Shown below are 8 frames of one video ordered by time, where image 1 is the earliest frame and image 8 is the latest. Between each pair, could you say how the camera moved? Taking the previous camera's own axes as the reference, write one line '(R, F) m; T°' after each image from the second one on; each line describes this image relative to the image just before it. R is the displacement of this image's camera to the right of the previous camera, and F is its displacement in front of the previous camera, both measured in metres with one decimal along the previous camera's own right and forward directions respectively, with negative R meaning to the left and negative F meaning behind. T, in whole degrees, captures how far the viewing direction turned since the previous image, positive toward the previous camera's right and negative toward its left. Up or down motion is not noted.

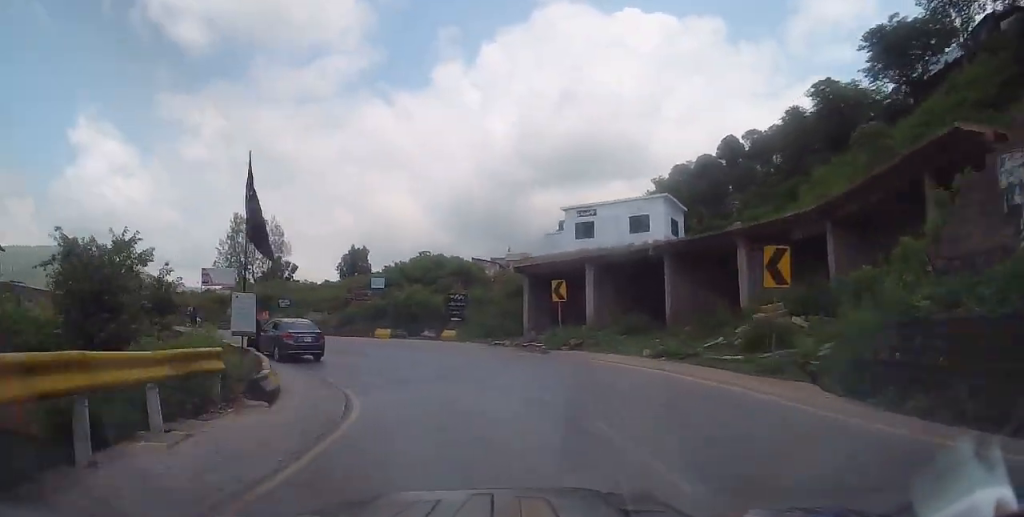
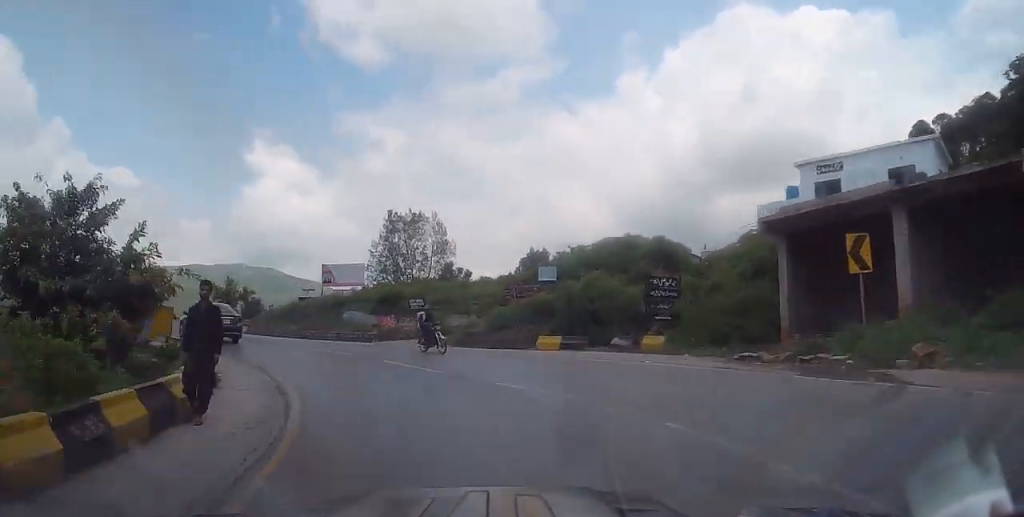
(-1.3, +13.0) m; -15°
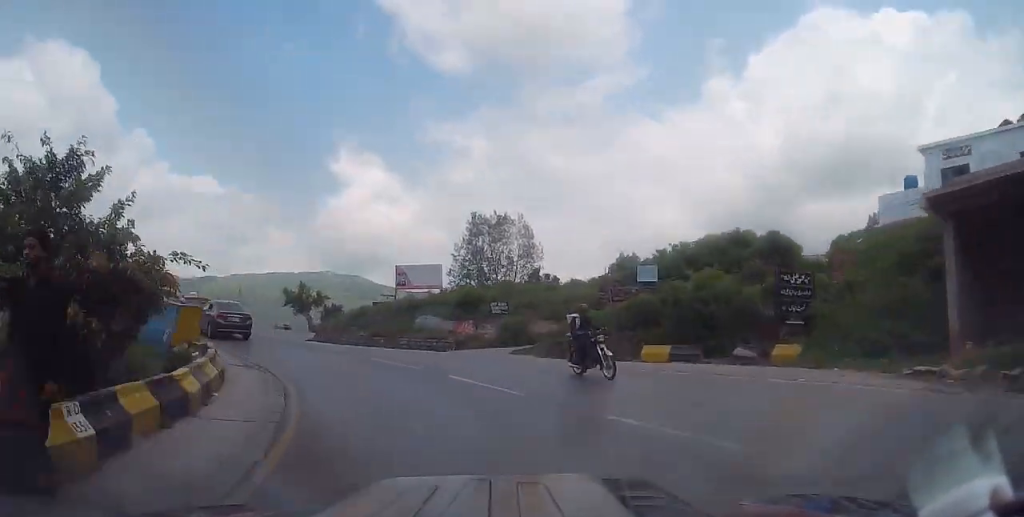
(-0.3, +4.0) m; -7°
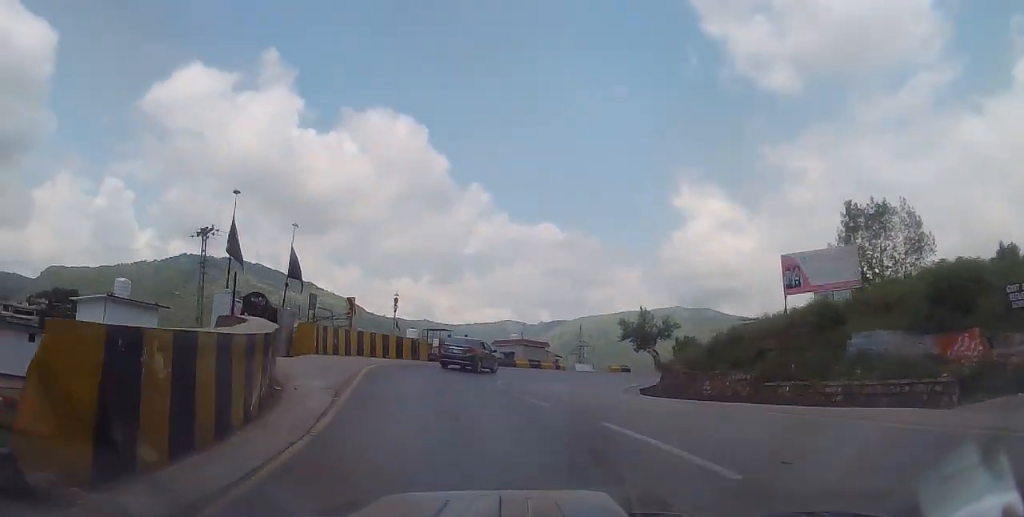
(-4.0, +15.5) m; -27°
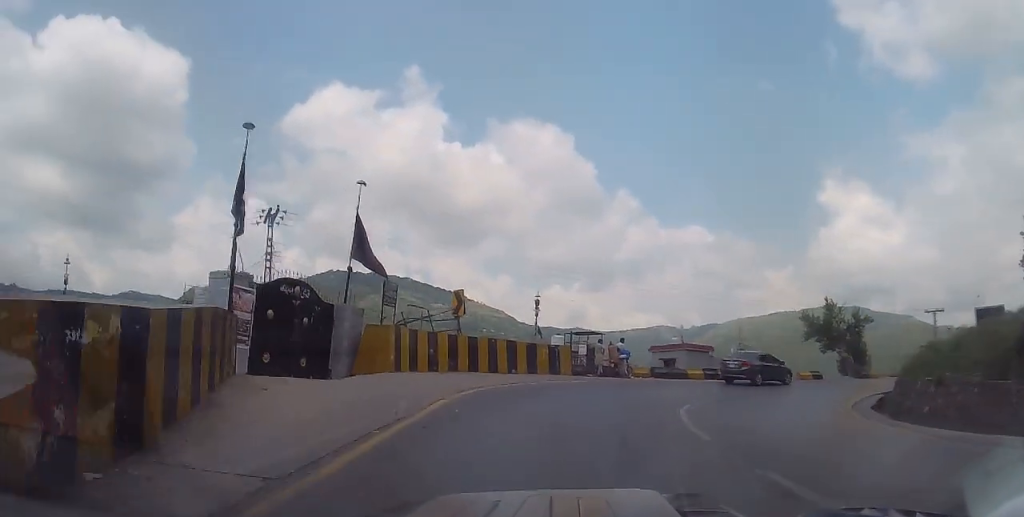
(-0.9, +9.0) m; -8°
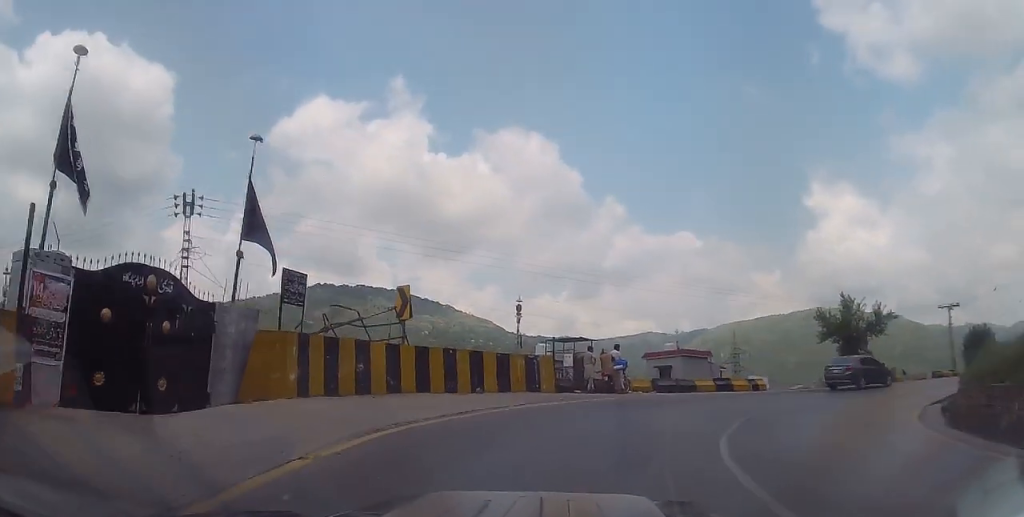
(-0.3, +5.2) m; -1°
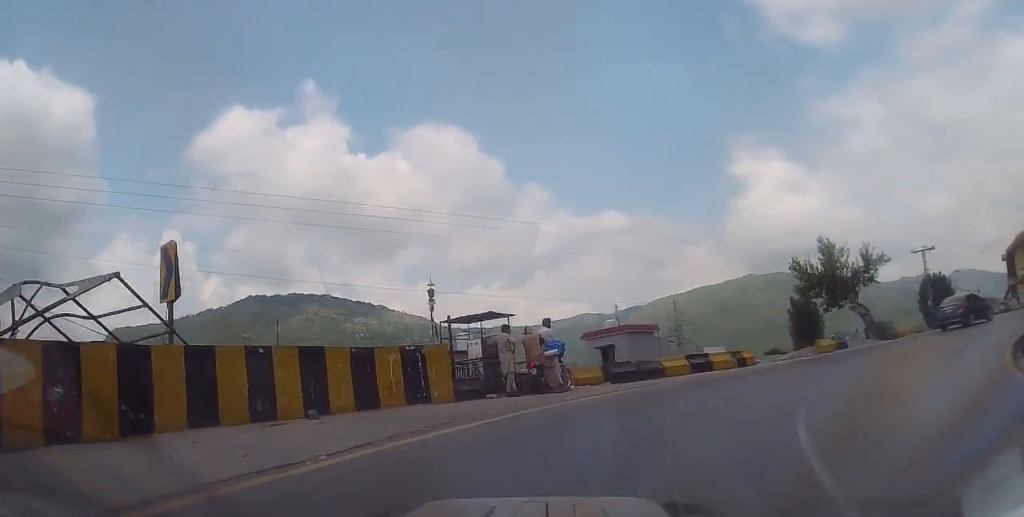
(+0.3, +7.6) m; +8°
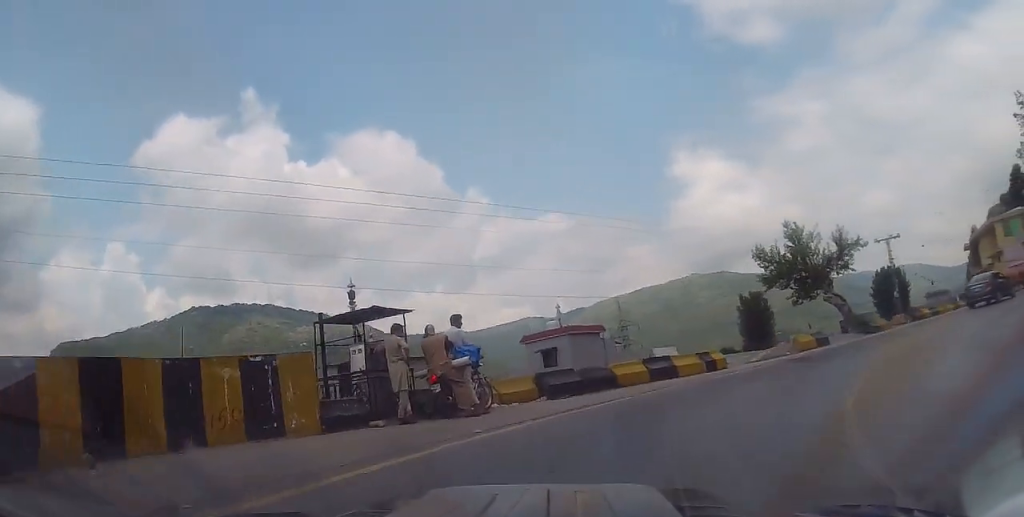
(+0.3, +4.0) m; +7°
